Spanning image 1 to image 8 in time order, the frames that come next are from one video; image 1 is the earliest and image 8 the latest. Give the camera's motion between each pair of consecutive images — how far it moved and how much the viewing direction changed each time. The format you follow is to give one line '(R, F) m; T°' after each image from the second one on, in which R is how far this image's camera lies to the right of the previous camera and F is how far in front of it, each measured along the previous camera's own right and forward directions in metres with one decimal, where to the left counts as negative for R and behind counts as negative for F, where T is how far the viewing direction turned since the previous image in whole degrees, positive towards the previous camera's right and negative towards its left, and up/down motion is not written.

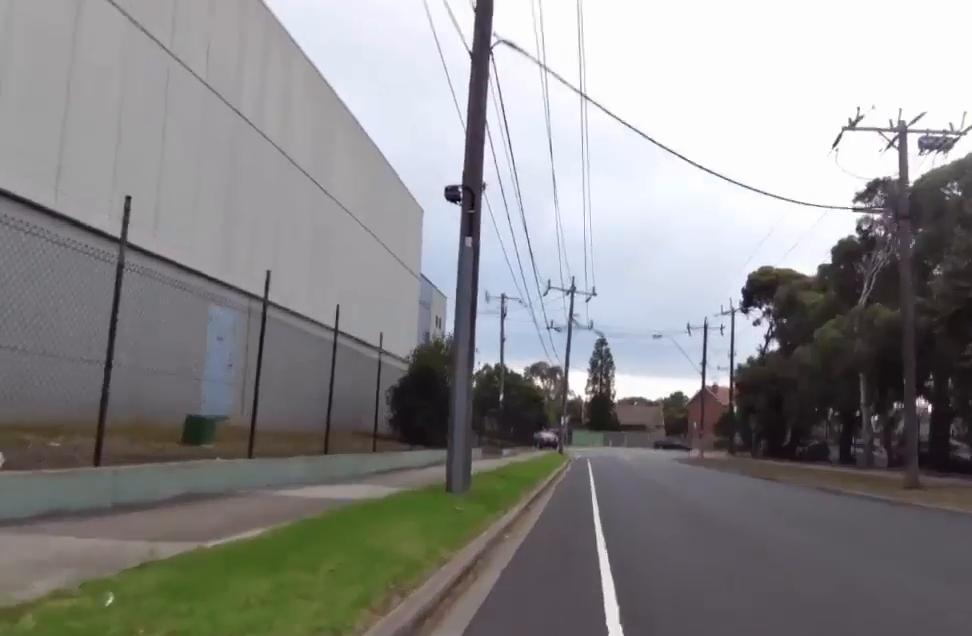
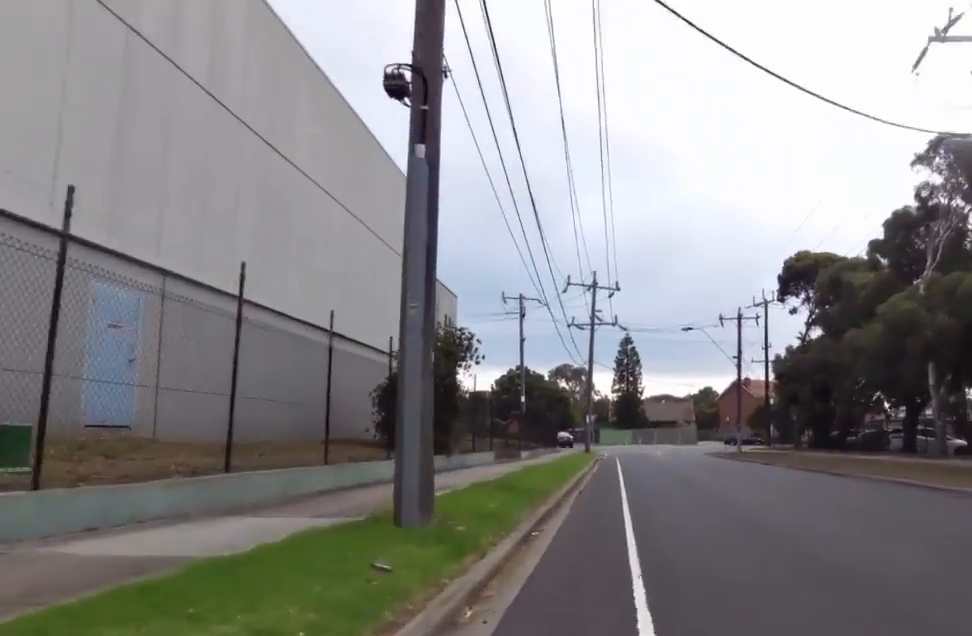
(+0.6, +4.4) m; +1°
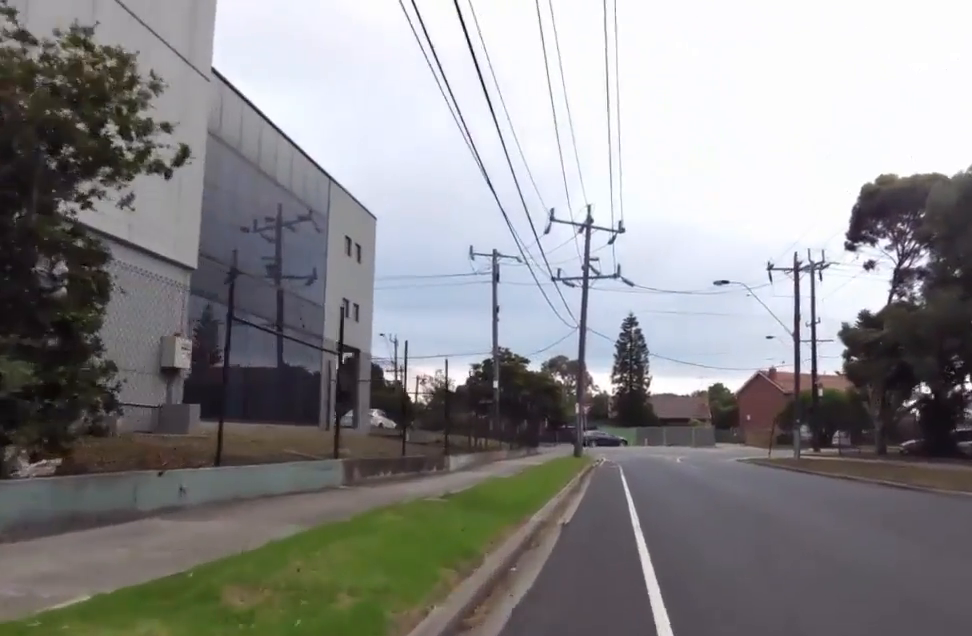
(+0.2, +15.7) m; 0°
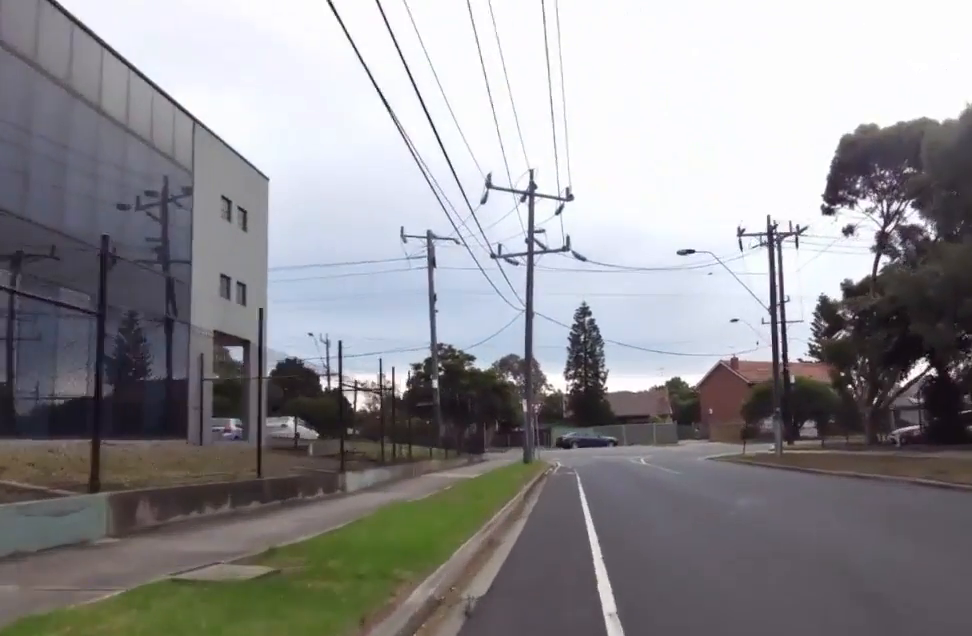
(+0.4, +4.7) m; -1°
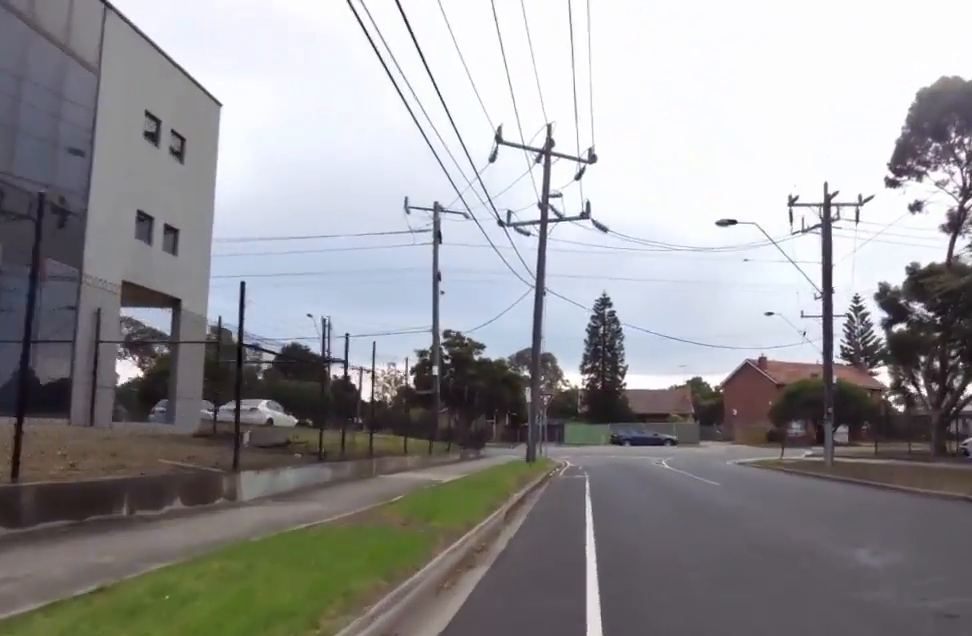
(-0.6, +4.9) m; +1°
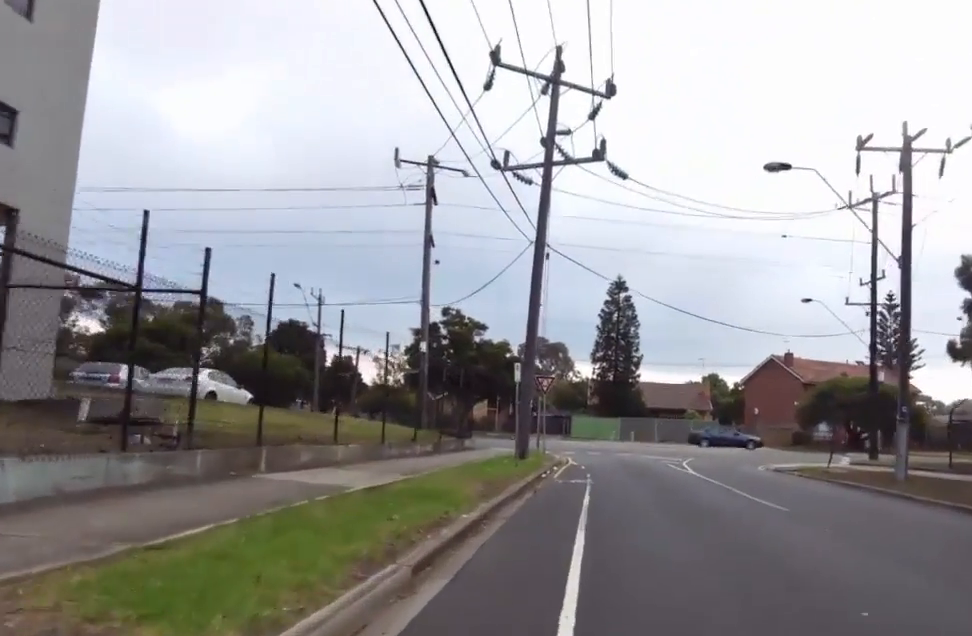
(0.0, +5.5) m; +1°
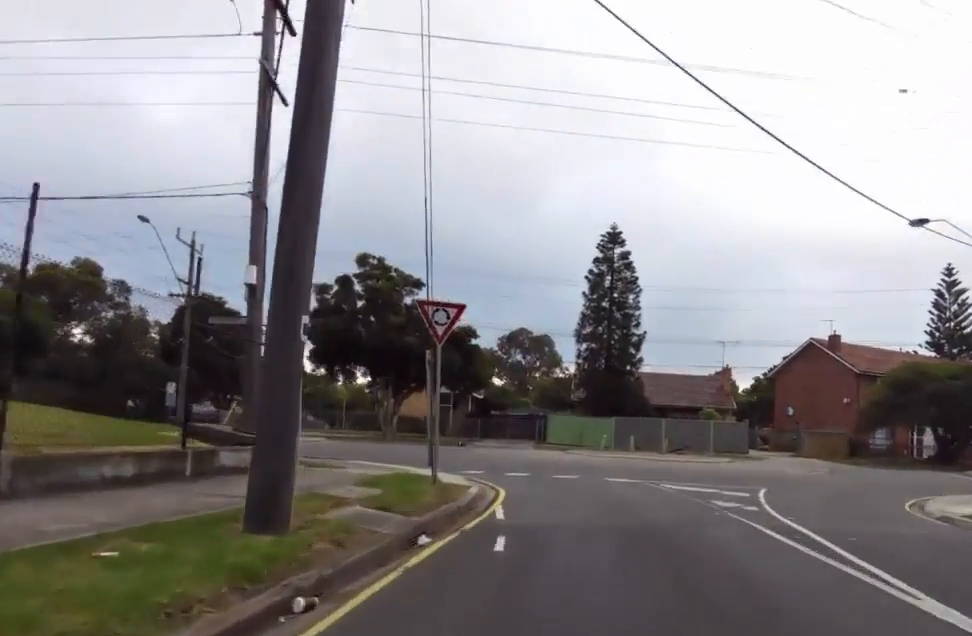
(-0.7, +15.3) m; -9°
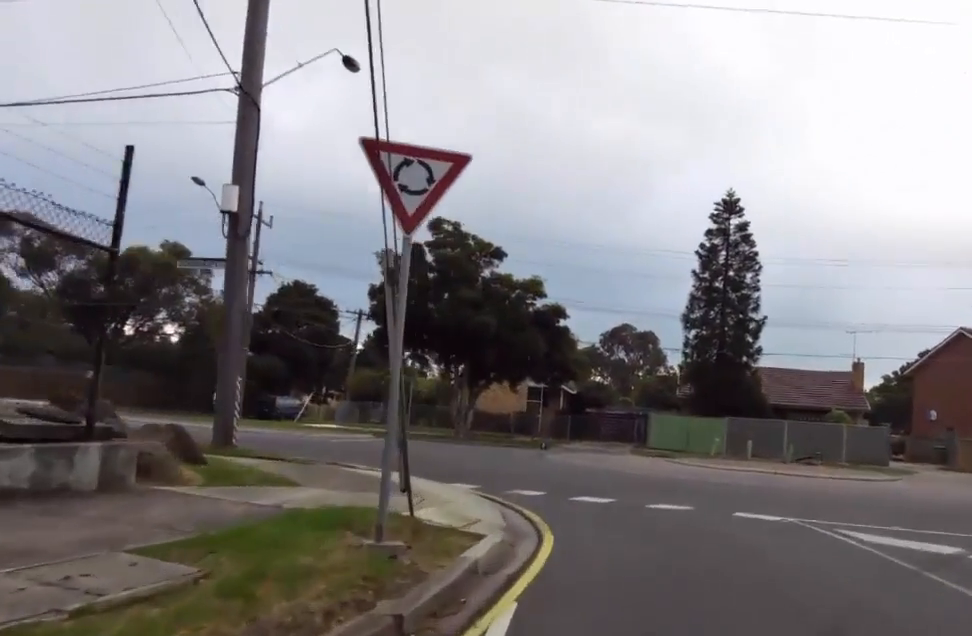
(0.0, +6.2) m; -2°
